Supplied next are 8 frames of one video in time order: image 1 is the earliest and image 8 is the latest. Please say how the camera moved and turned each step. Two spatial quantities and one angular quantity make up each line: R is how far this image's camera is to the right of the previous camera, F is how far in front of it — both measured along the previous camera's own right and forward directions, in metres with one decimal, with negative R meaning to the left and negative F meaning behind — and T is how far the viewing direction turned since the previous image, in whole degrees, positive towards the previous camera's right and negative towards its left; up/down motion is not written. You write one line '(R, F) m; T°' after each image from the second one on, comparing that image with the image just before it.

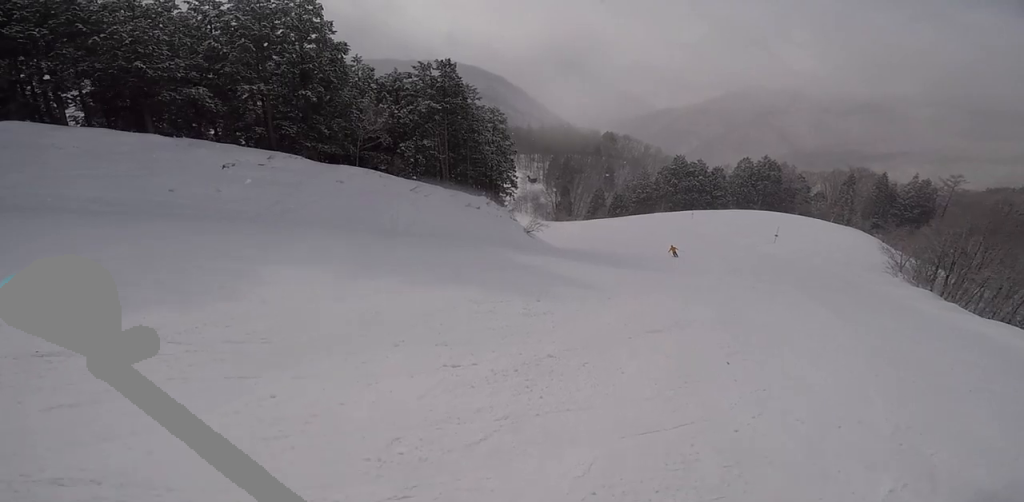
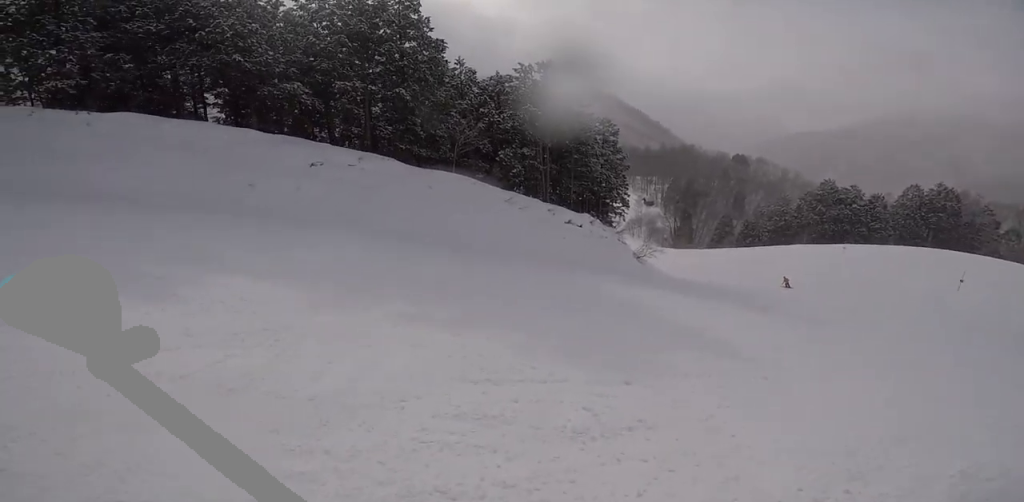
(-1.0, +3.6) m; -11°
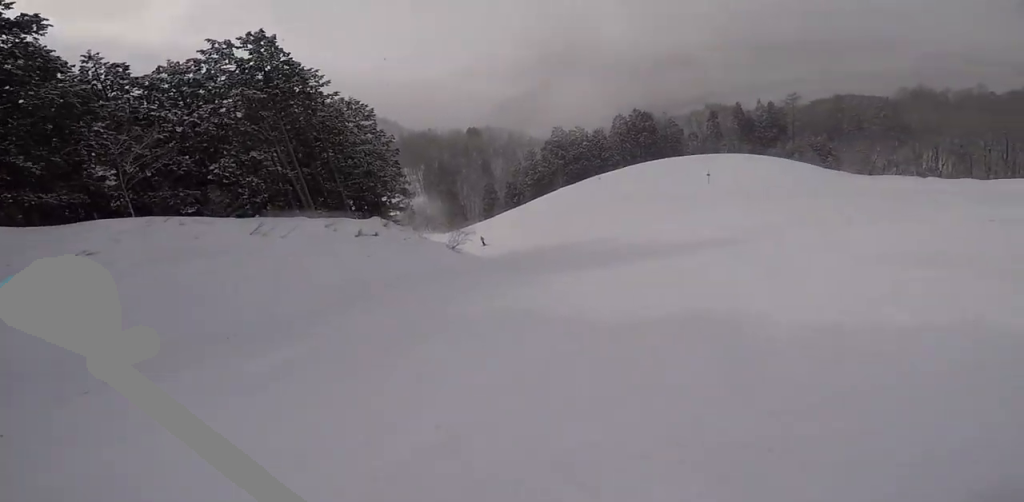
(+0.8, +8.4) m; +31°
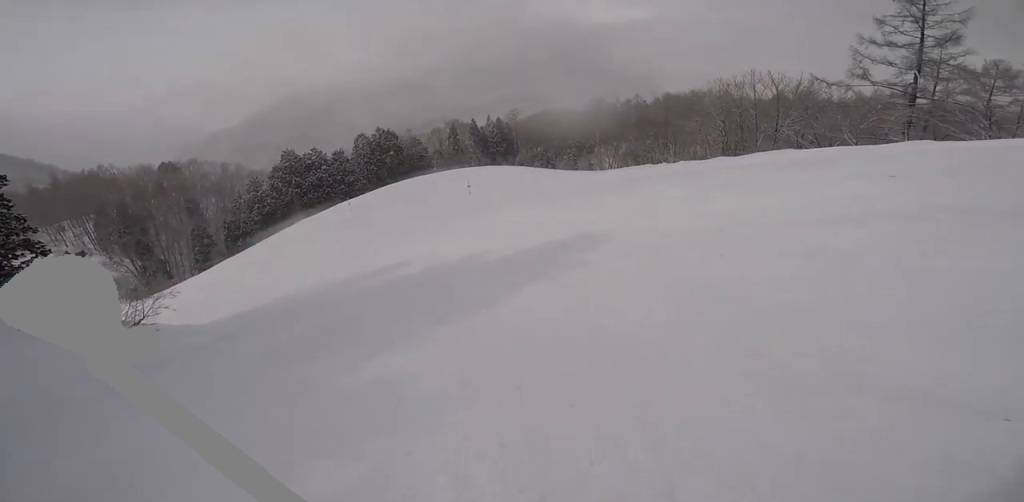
(+2.9, +5.2) m; +33°
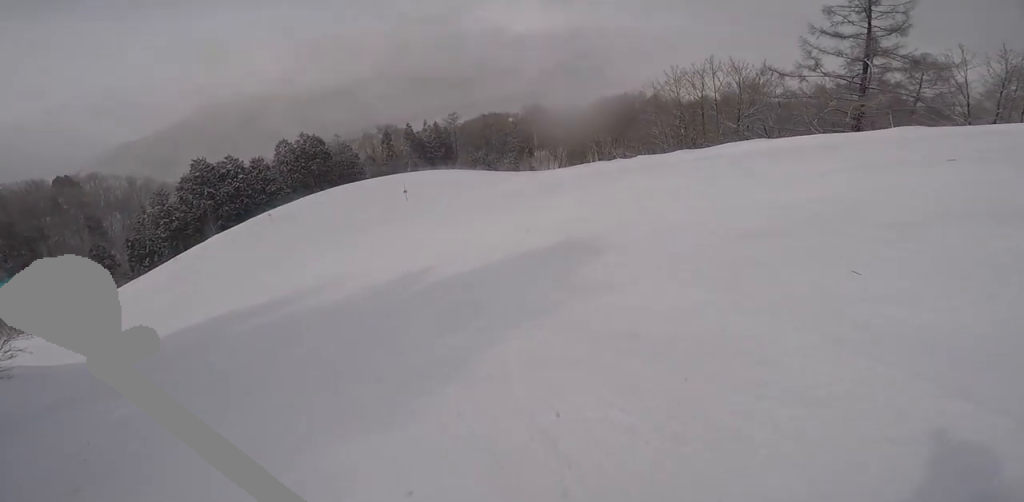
(-0.3, +3.0) m; +4°
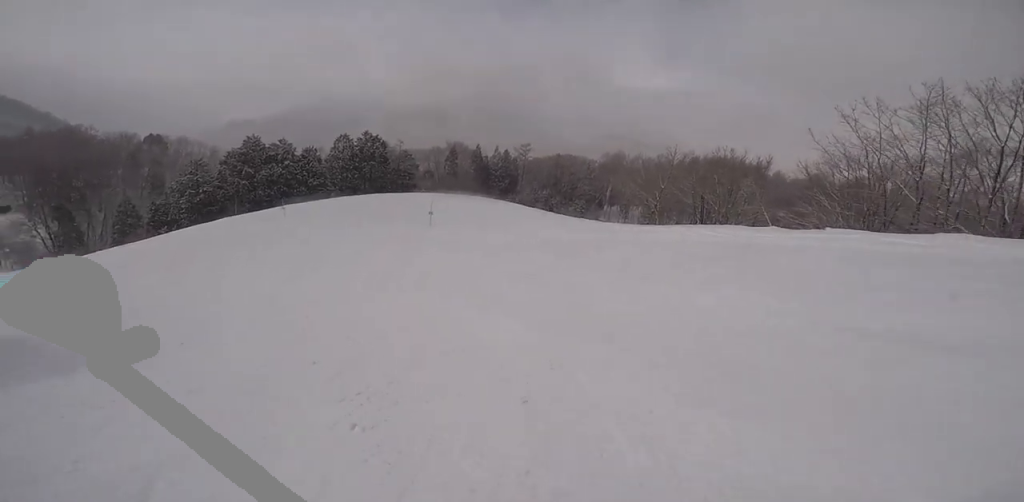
(+1.4, +11.0) m; +7°
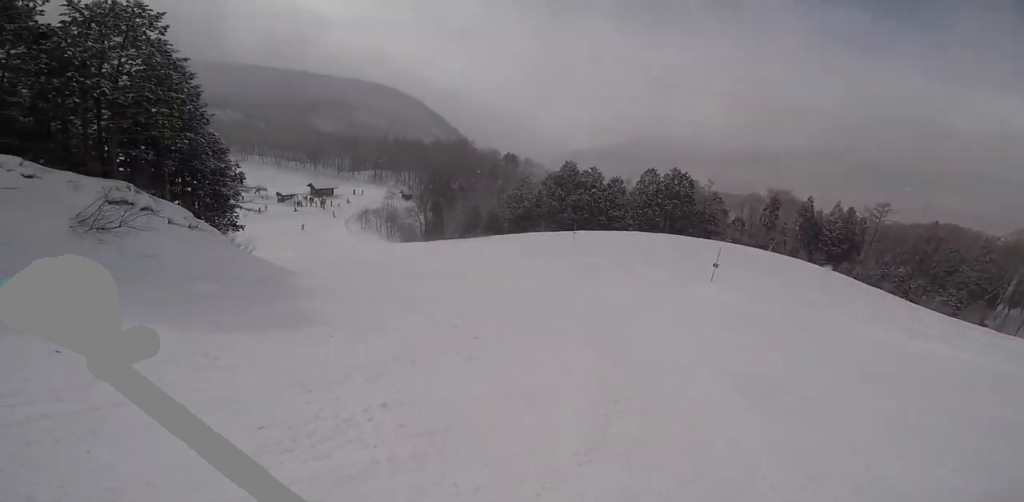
(+0.1, +4.8) m; -21°
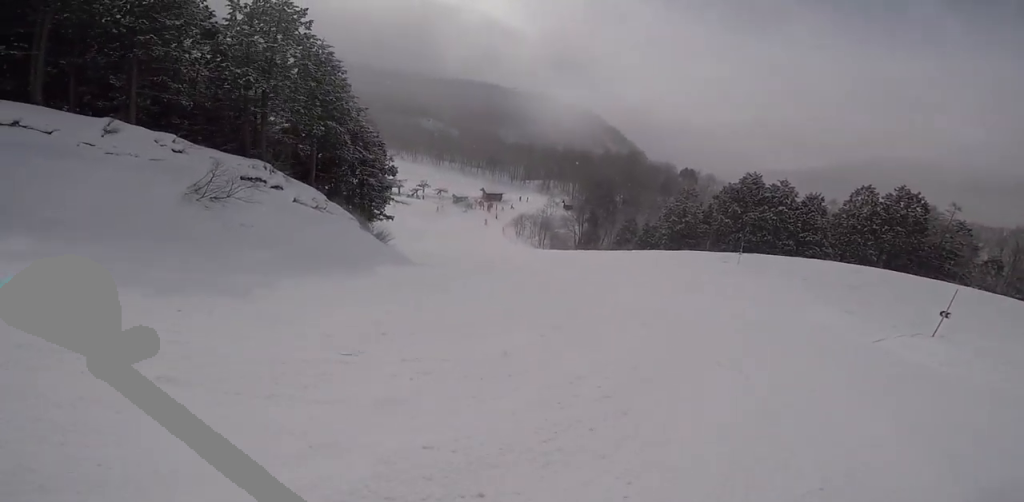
(-2.3, +6.8) m; -23°
